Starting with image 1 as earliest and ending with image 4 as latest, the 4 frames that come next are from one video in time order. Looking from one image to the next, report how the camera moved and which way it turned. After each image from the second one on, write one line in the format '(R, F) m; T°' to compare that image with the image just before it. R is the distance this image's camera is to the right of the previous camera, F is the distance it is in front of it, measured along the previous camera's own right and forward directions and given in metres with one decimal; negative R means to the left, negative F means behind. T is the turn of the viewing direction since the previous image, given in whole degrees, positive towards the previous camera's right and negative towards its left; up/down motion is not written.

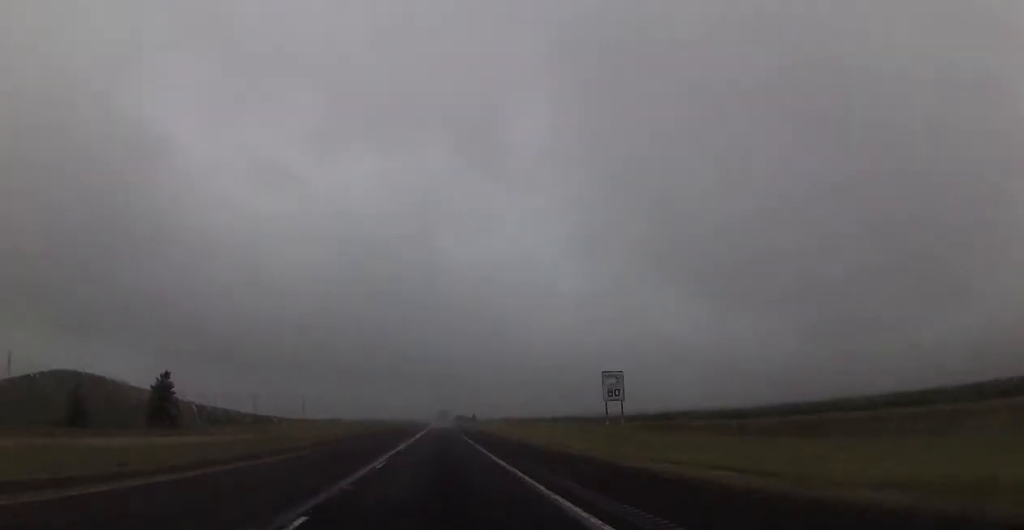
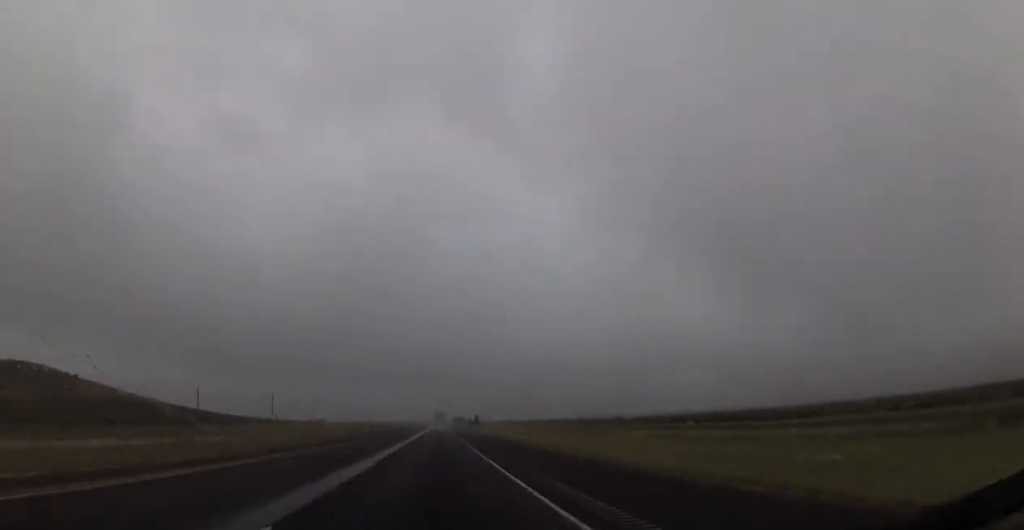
(0.0, +50.3) m; +1°
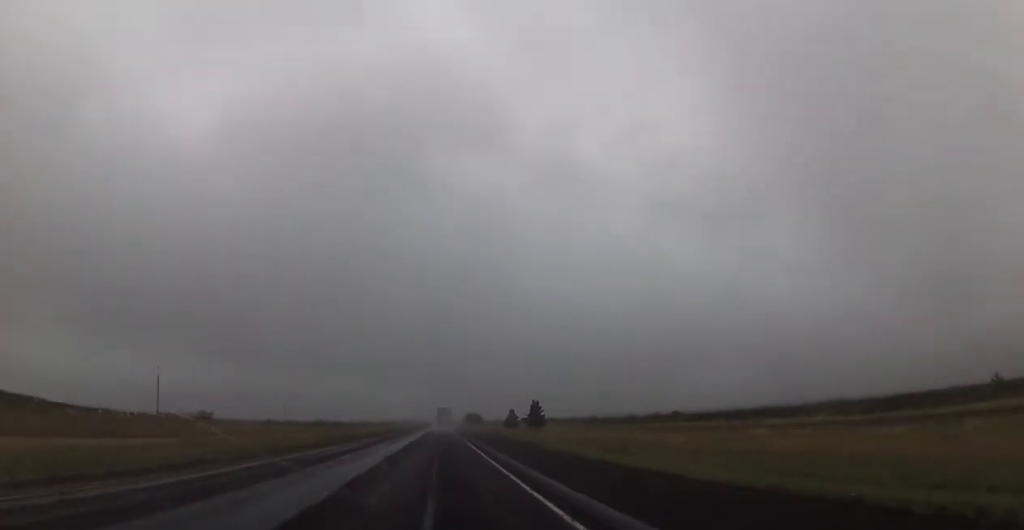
(-0.9, +179.7) m; 0°
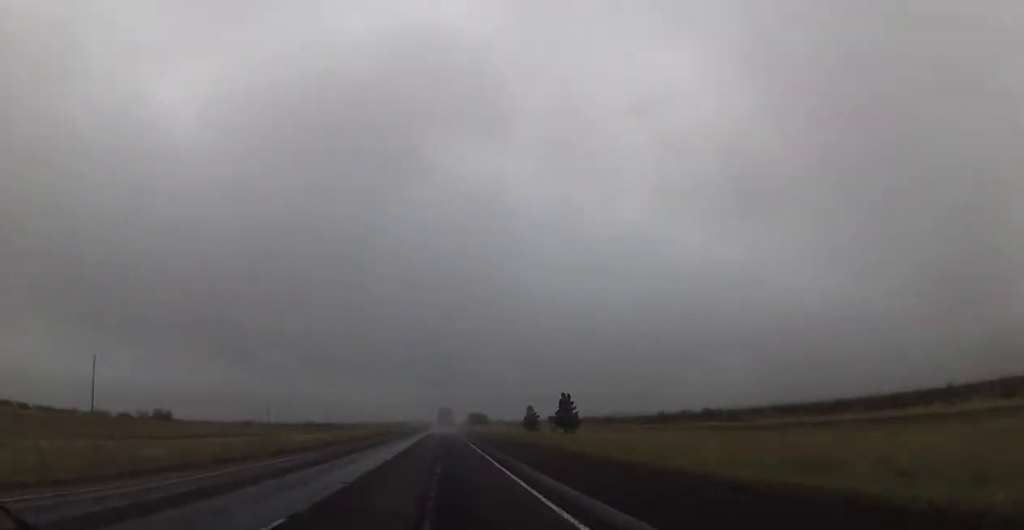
(-0.1, +29.2) m; 0°
